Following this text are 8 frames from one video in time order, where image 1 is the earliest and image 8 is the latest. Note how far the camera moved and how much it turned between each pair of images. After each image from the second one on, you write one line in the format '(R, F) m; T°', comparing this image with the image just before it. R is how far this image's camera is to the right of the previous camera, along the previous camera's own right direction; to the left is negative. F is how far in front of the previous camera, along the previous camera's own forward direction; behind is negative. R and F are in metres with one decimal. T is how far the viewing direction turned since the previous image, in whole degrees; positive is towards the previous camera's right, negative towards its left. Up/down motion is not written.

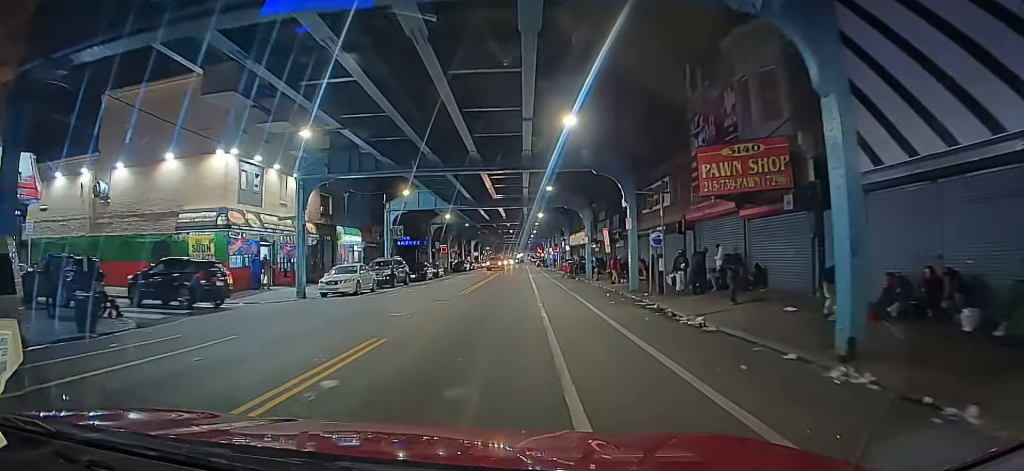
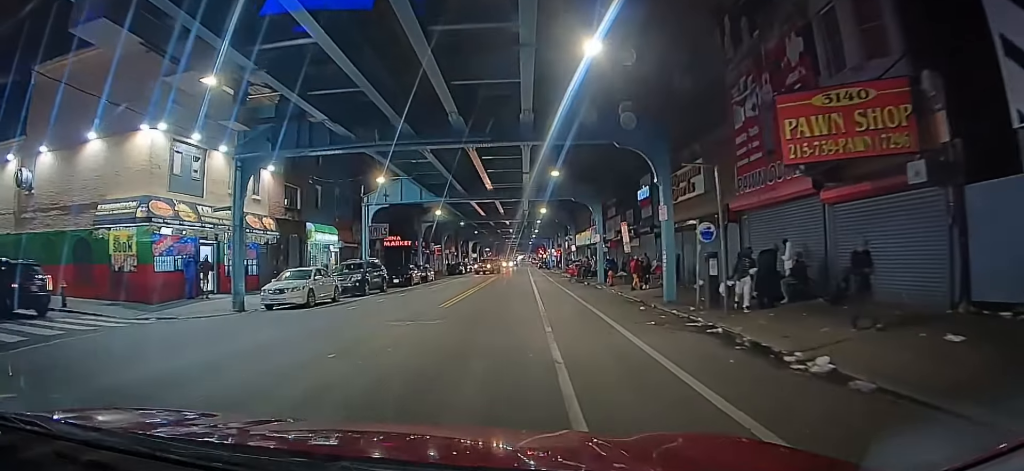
(-0.6, +7.0) m; -3°
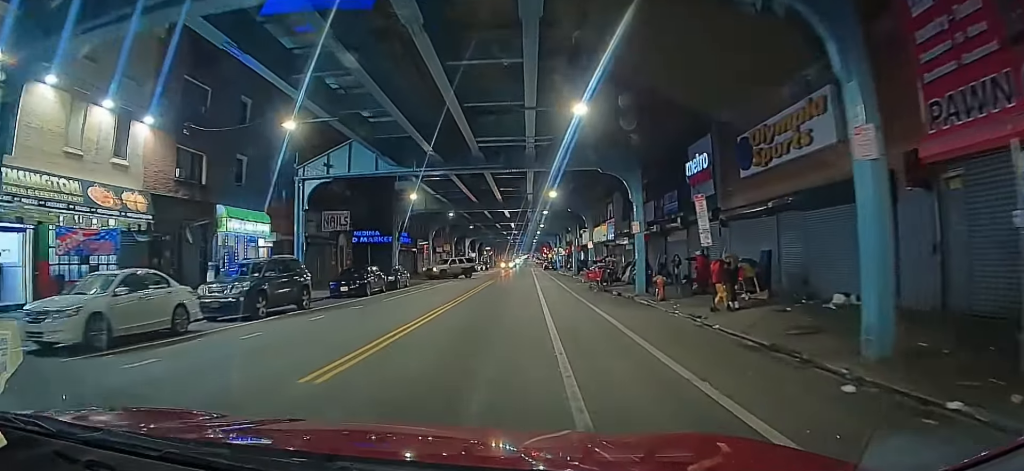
(+0.1, +13.3) m; +2°
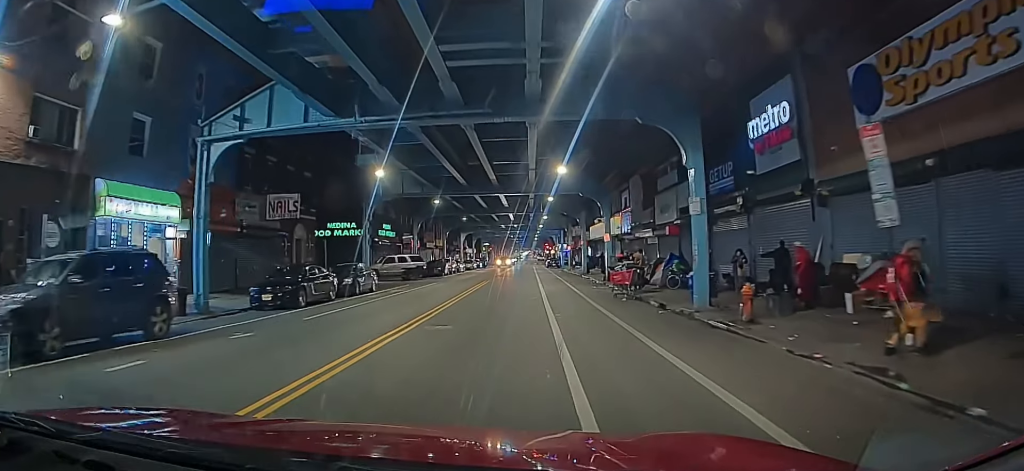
(+0.2, +10.1) m; +2°
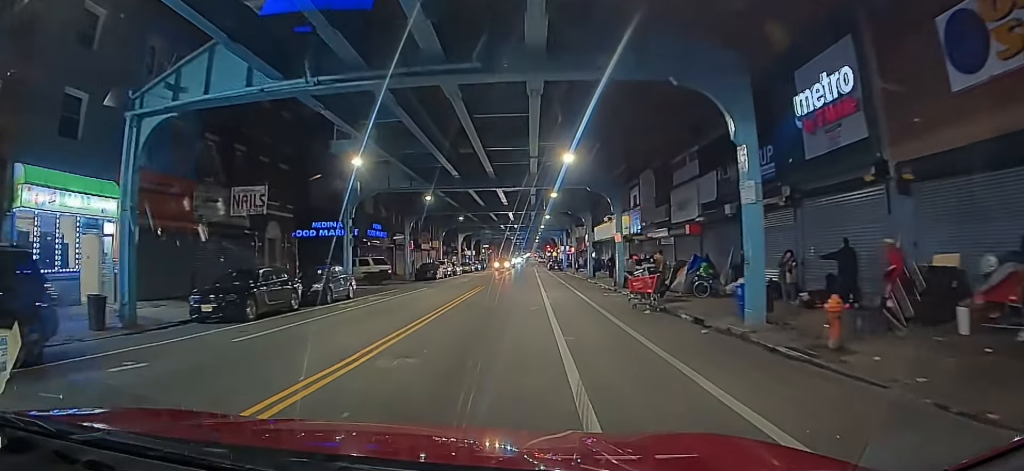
(+0.1, +4.4) m; 0°
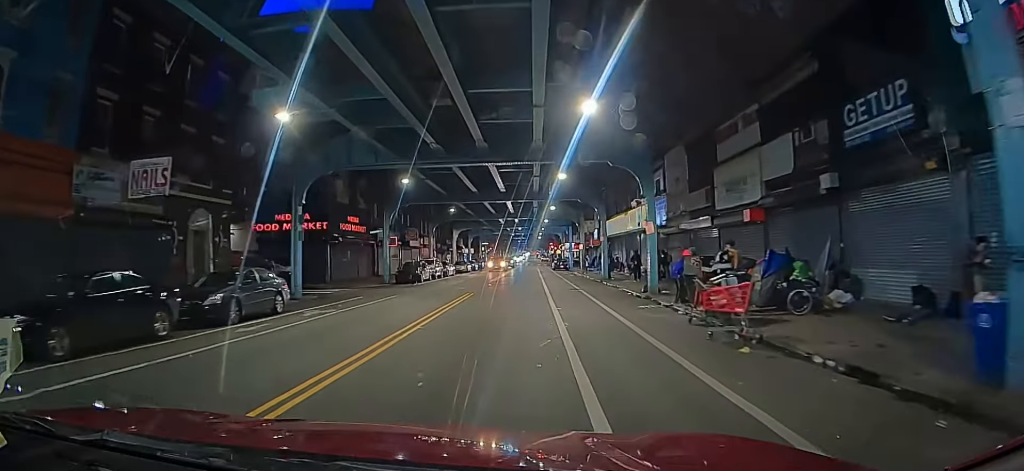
(+0.1, +8.7) m; -1°
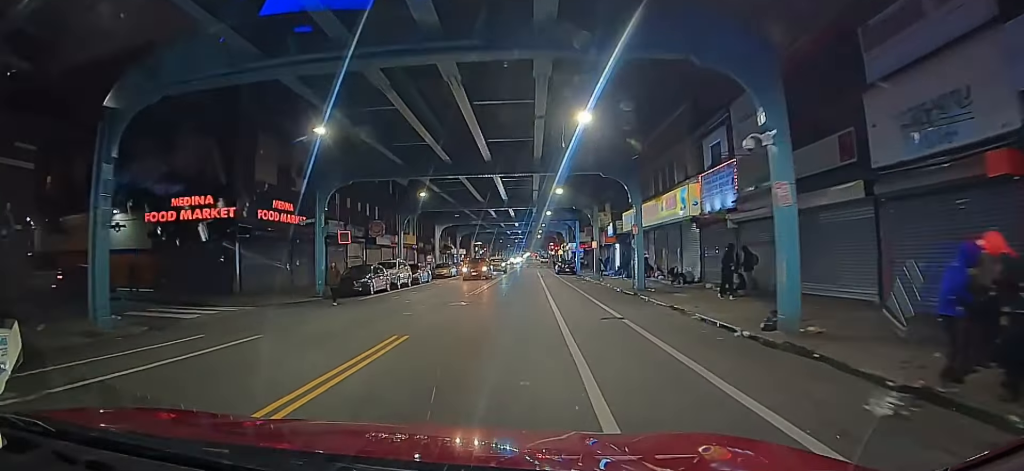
(-0.5, +14.4) m; -2°
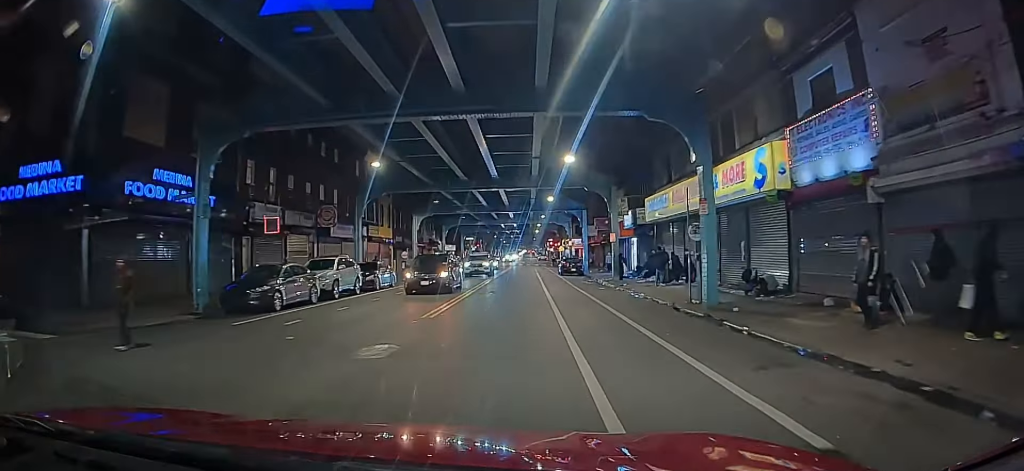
(+0.2, +12.4) m; +1°
